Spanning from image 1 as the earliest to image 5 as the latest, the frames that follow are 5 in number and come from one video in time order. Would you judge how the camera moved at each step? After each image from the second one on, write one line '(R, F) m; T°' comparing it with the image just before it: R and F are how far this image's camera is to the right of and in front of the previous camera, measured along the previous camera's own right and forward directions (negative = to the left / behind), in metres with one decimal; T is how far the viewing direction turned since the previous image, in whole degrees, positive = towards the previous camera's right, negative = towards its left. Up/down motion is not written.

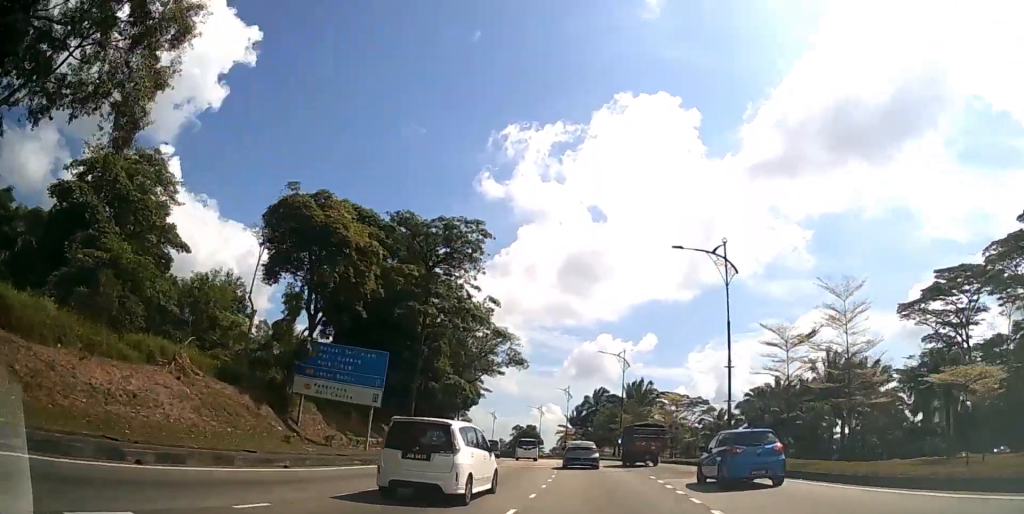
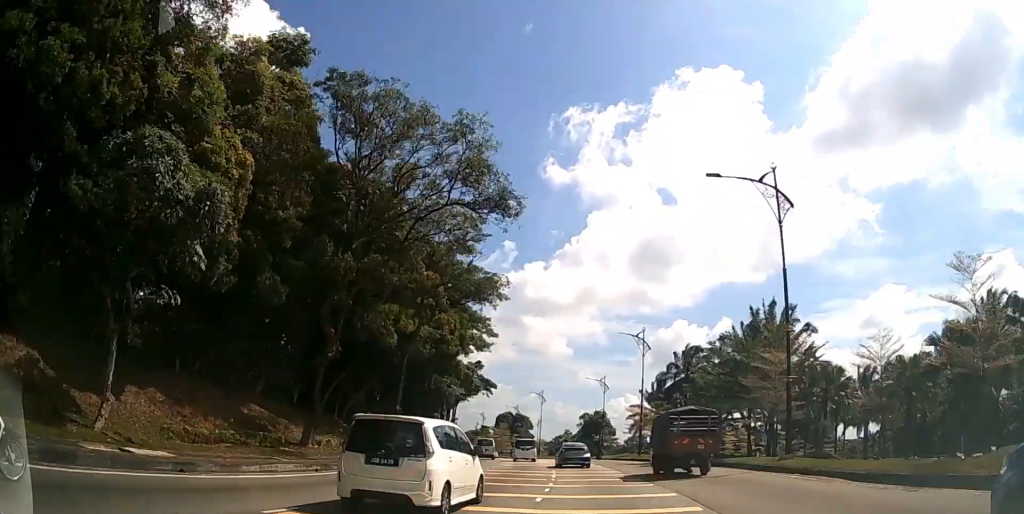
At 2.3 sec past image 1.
(-1.9, +42.7) m; -6°
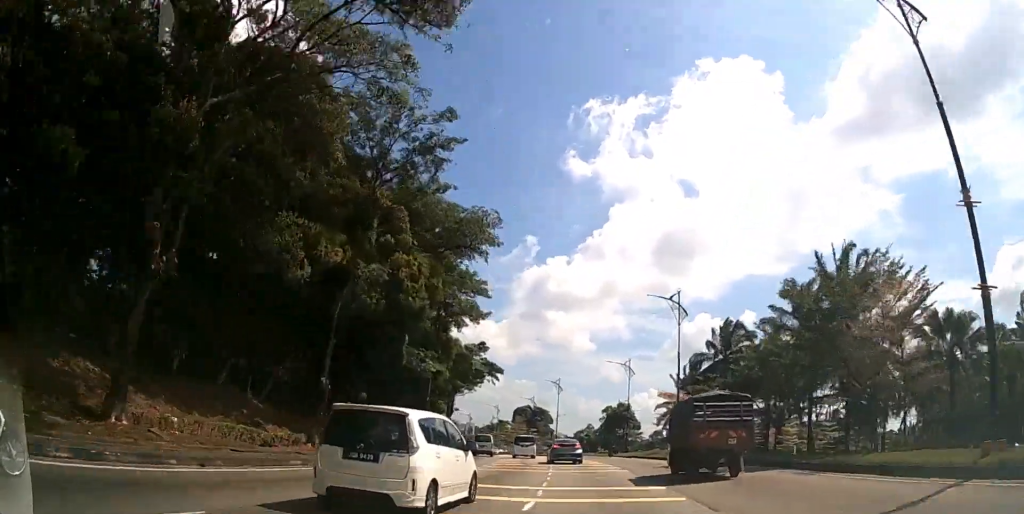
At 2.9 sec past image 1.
(-0.2, +12.4) m; -5°
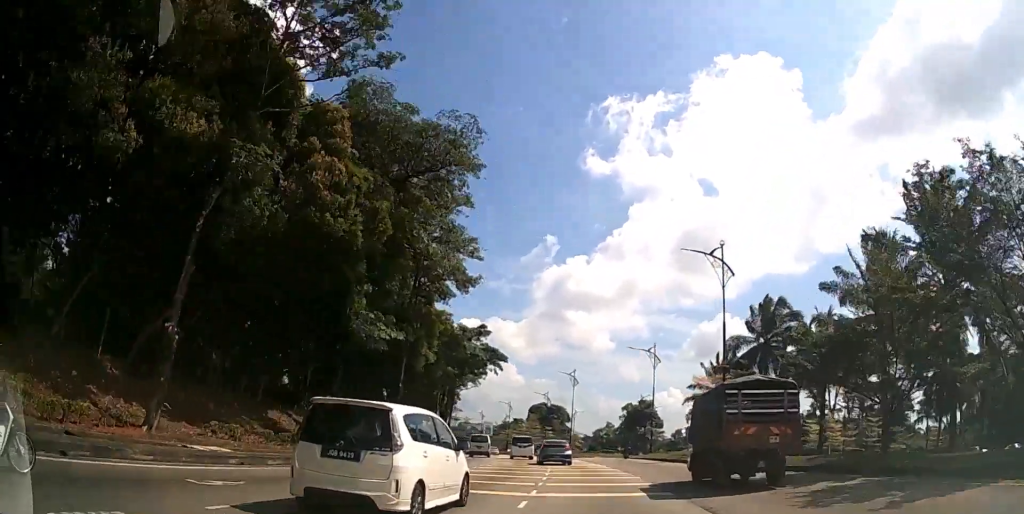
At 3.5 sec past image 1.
(-1.0, +10.4) m; -4°
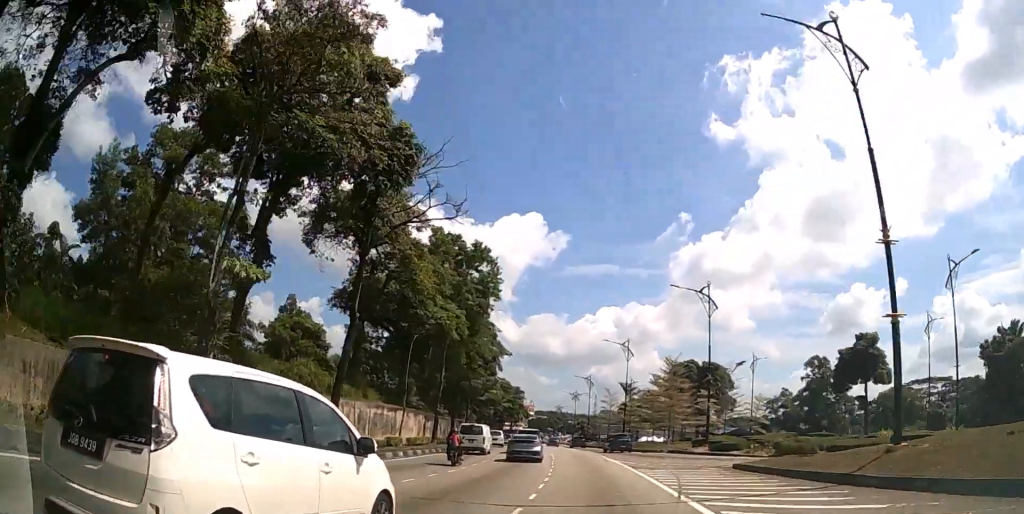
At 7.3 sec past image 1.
(-2.0, +70.0) m; -4°
